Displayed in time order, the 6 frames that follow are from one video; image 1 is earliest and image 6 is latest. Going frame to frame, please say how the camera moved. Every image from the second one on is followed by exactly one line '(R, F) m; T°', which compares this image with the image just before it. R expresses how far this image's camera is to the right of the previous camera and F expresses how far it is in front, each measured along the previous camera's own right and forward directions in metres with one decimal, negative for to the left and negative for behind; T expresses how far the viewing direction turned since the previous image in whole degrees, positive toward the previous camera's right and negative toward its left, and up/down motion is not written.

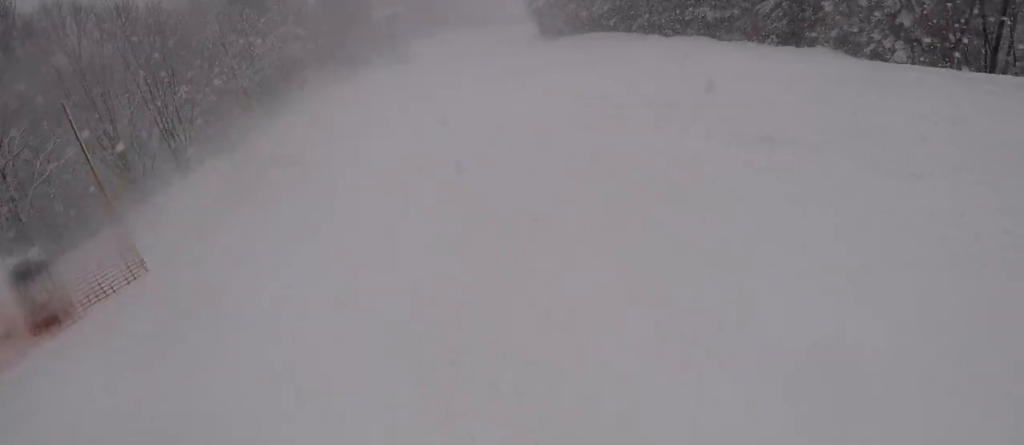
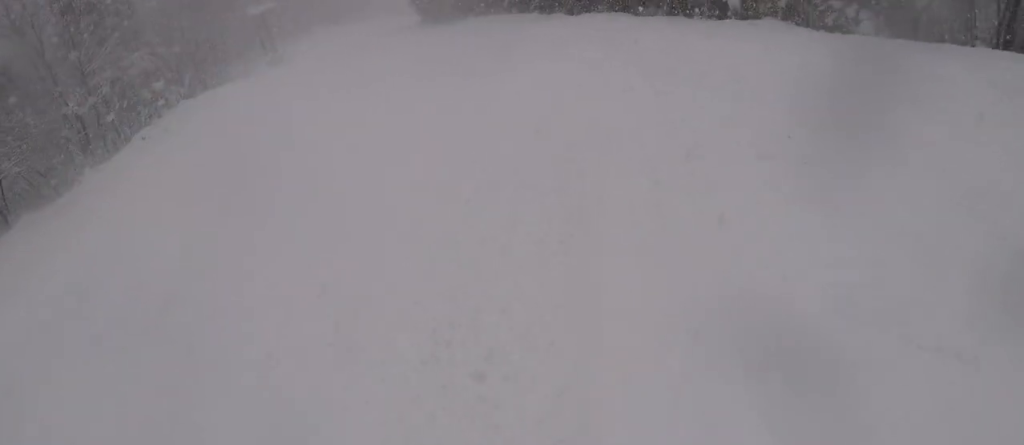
(+0.8, +5.6) m; +8°
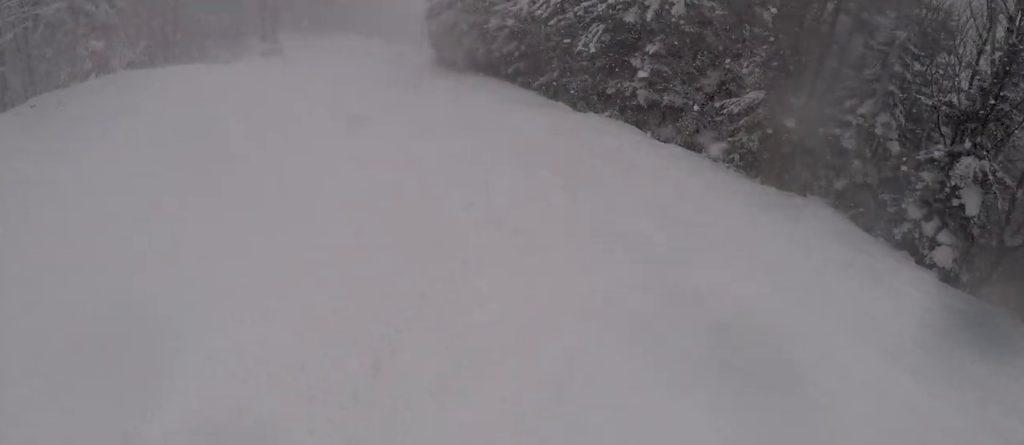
(0.0, +7.0) m; -5°
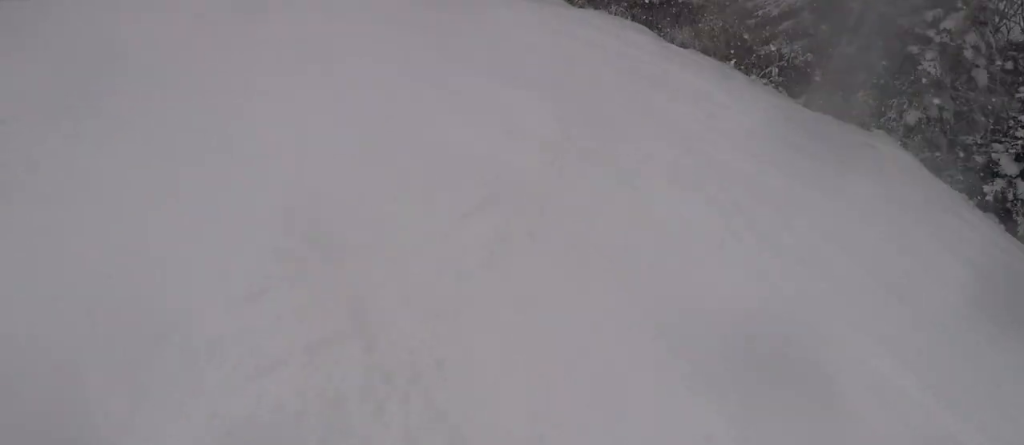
(-0.1, +3.7) m; -11°
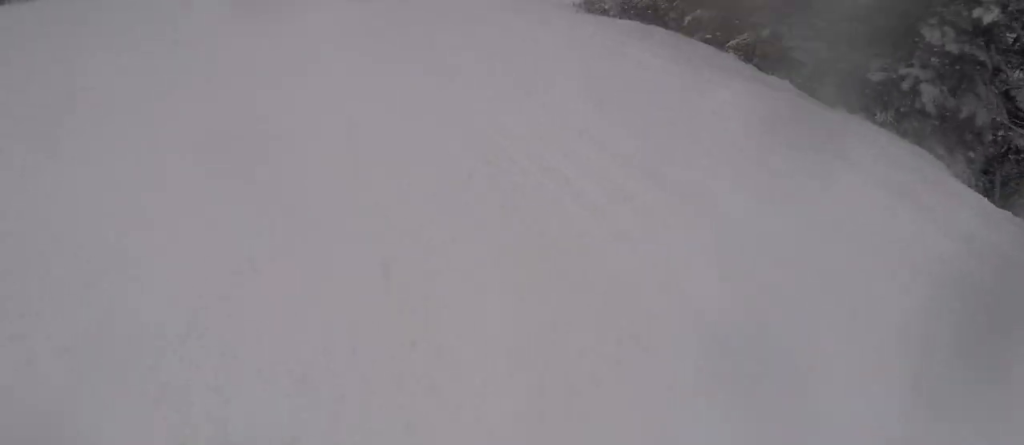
(-1.3, +6.6) m; -17°
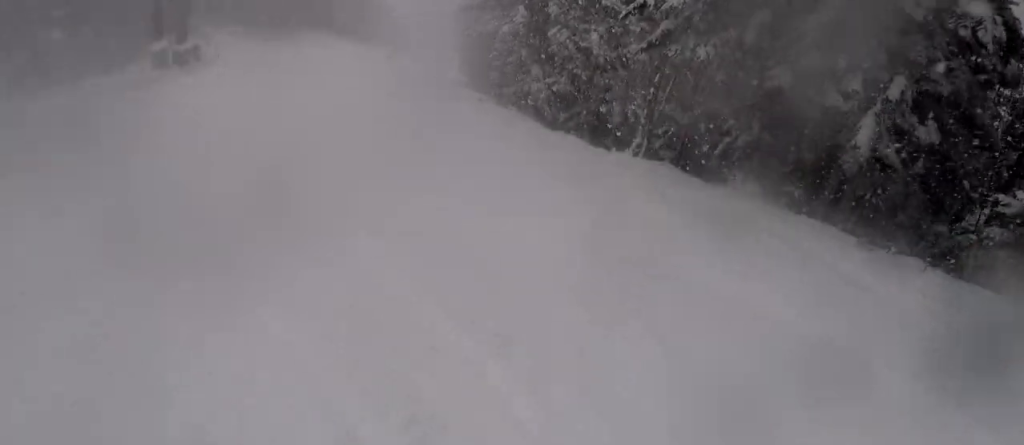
(+8.0, +27.5) m; +31°
